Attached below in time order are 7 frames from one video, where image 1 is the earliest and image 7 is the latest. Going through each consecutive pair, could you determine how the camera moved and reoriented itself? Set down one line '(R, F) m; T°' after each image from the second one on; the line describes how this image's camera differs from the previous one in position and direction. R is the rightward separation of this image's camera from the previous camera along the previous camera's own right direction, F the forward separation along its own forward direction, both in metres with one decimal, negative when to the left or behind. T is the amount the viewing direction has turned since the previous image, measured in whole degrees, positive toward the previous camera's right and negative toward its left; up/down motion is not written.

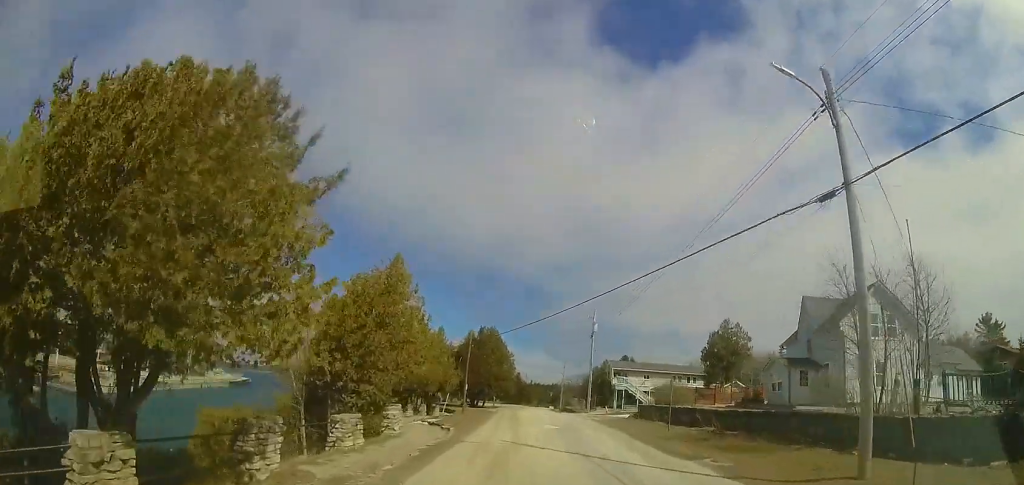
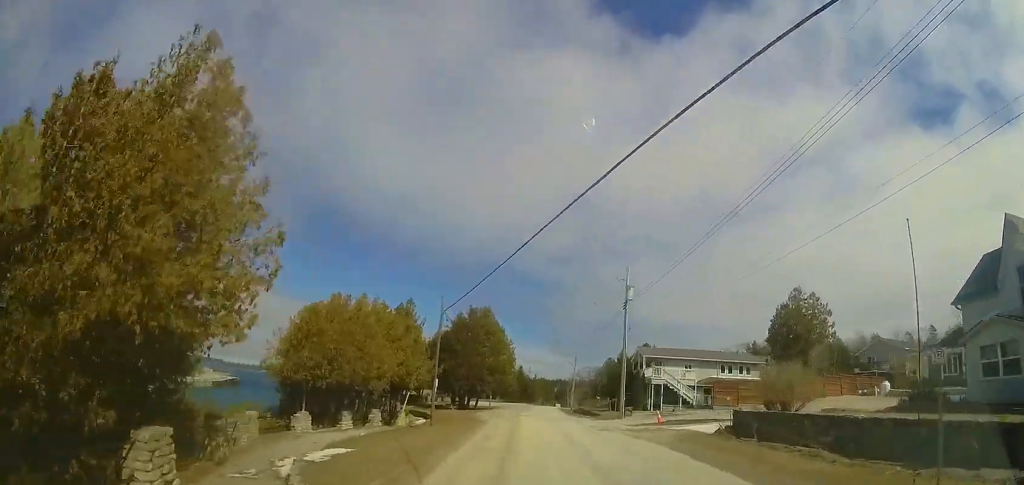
(-0.2, +13.1) m; -1°
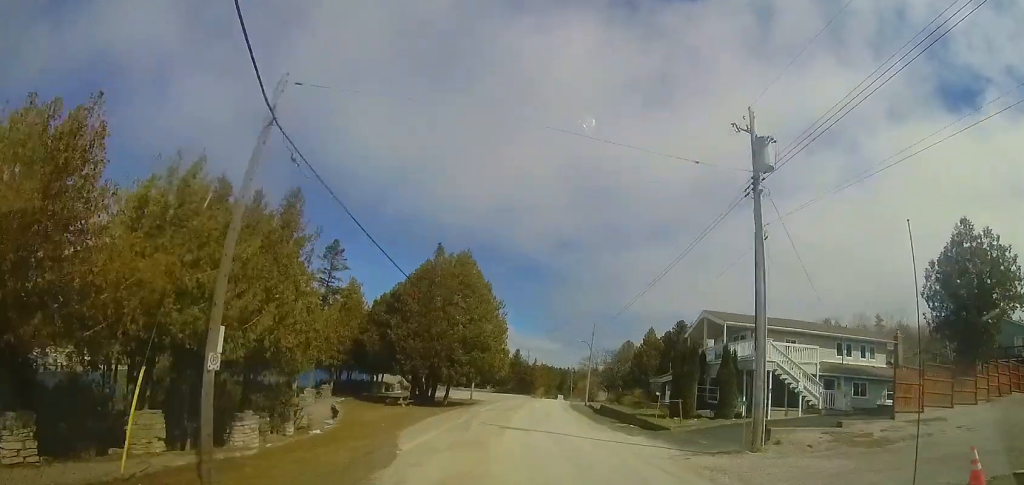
(-0.1, +17.1) m; -2°
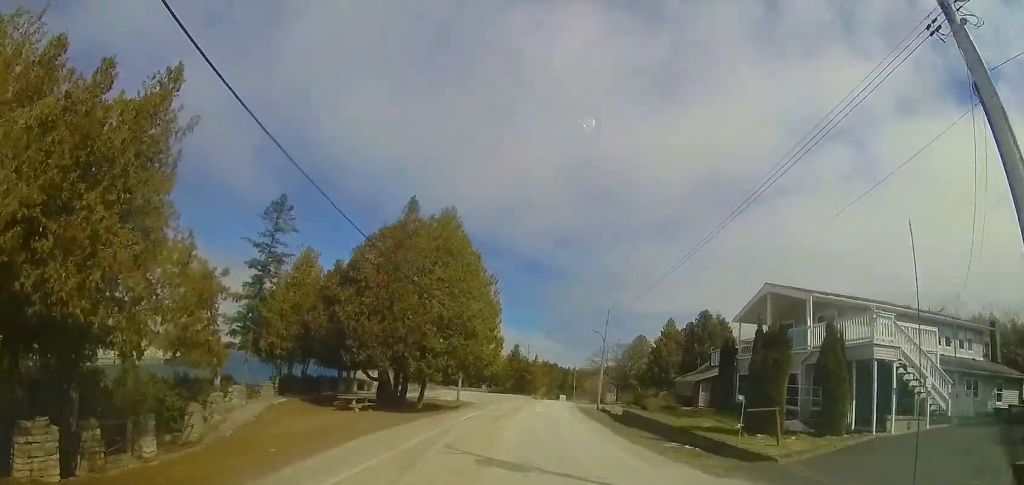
(-0.1, +7.7) m; +1°
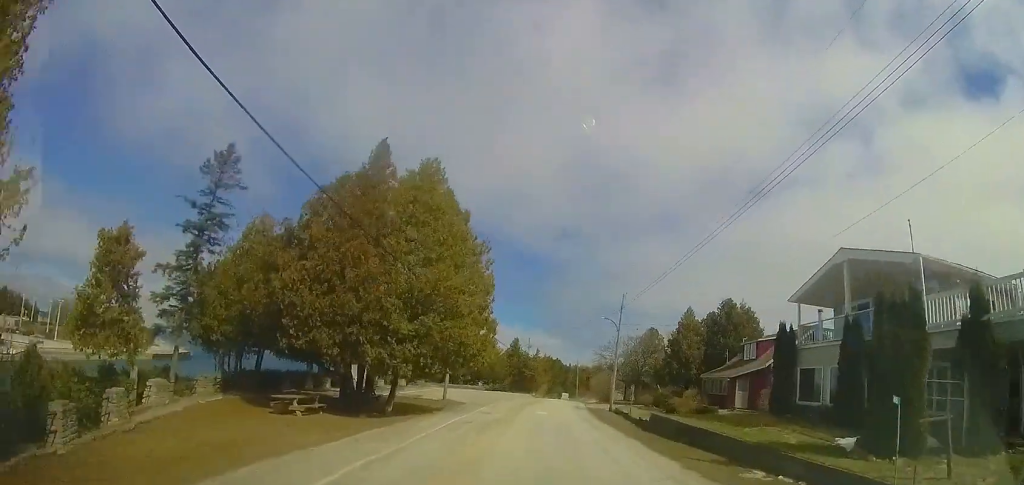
(0.0, +5.6) m; +1°
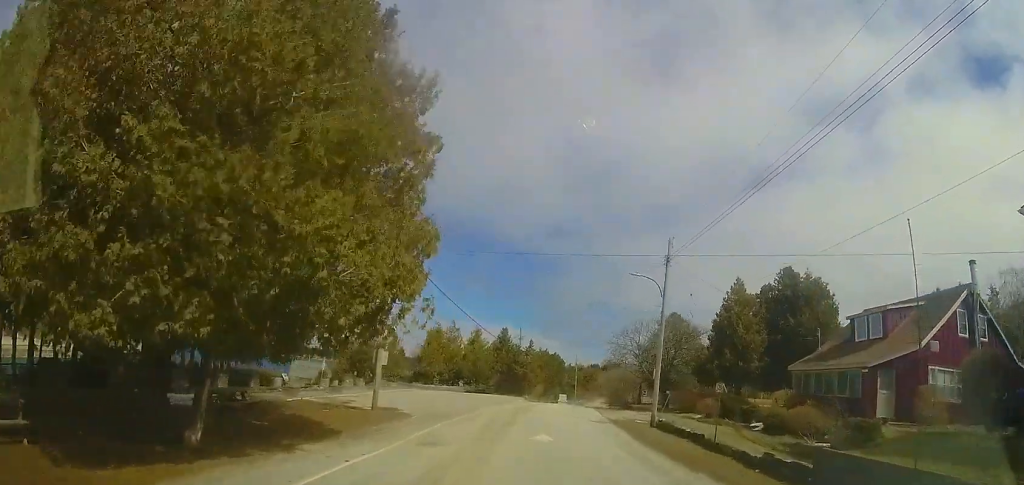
(+0.3, +11.9) m; +2°
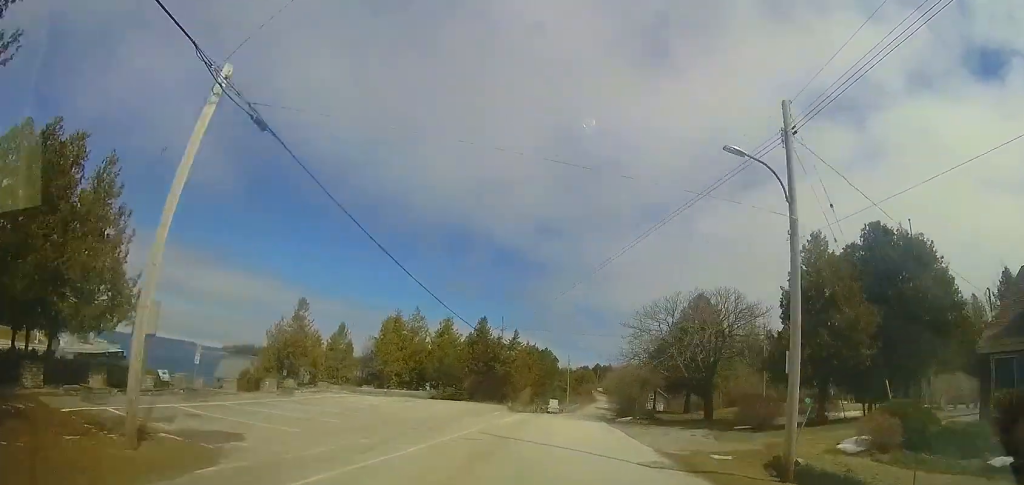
(+0.1, +10.8) m; +3°
